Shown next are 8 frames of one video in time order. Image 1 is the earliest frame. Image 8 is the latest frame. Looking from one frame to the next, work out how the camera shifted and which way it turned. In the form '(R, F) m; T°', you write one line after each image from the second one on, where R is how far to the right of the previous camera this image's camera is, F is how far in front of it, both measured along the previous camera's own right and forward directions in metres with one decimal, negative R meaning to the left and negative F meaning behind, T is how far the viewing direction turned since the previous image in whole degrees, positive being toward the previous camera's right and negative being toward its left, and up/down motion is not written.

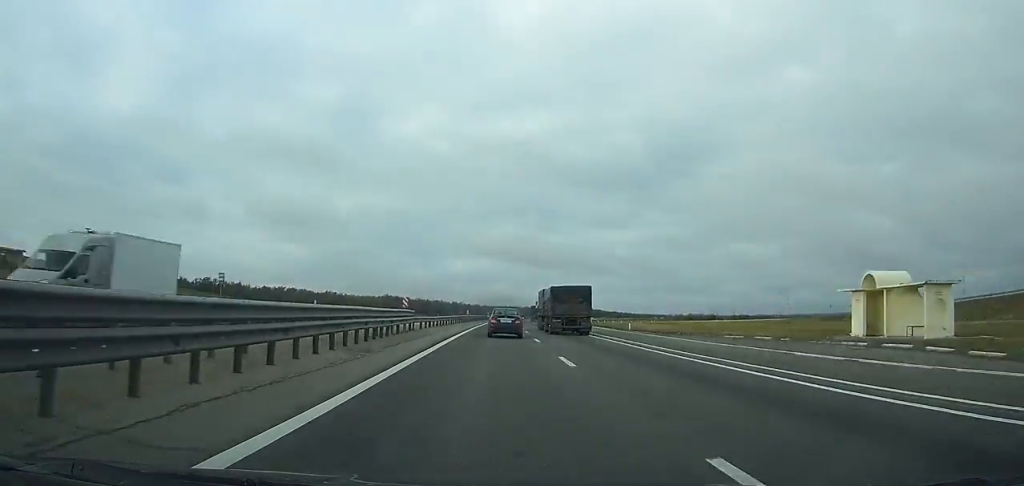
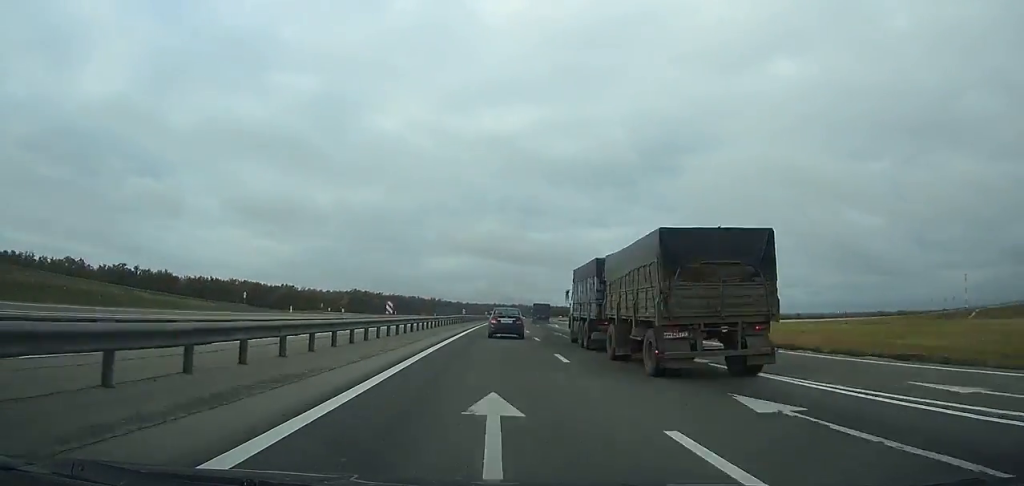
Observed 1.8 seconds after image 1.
(+0.1, +45.5) m; +1°
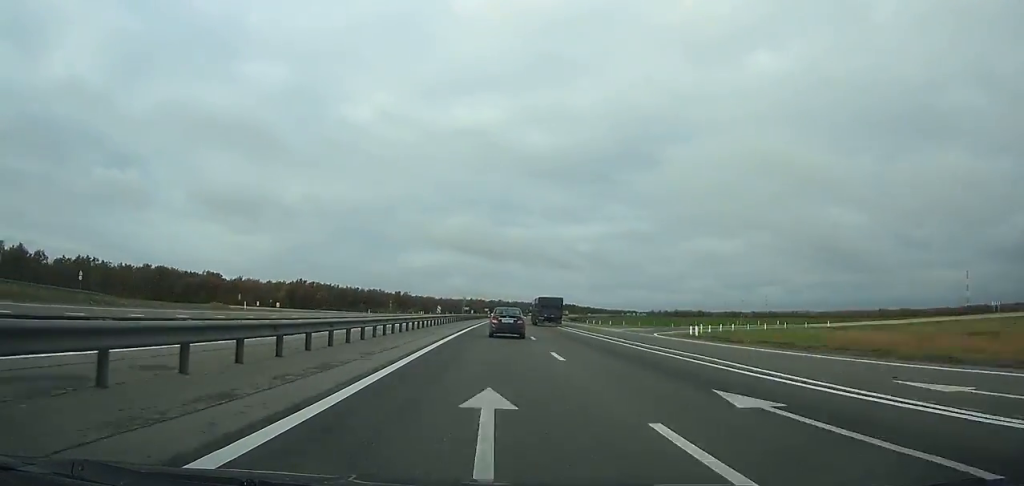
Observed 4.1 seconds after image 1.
(+1.1, +58.1) m; +2°
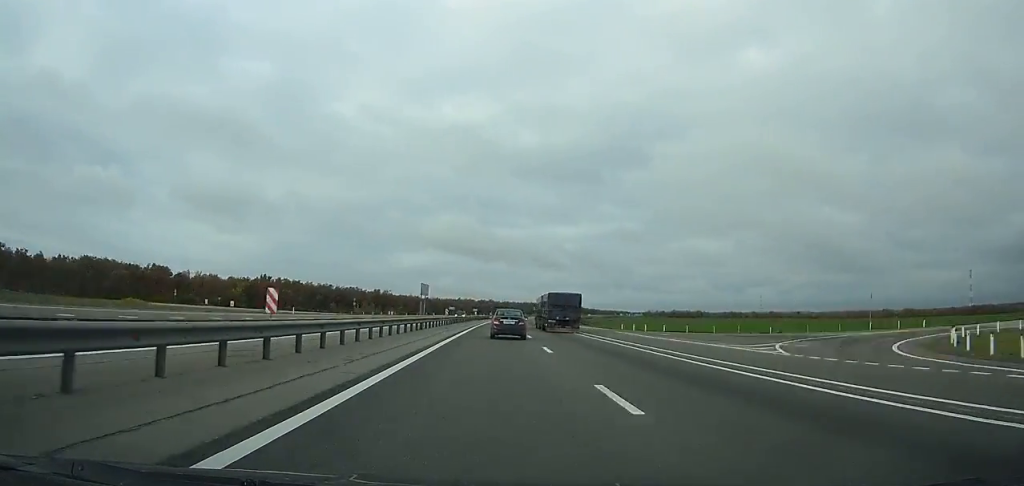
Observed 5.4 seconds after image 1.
(+0.2, +32.9) m; +1°
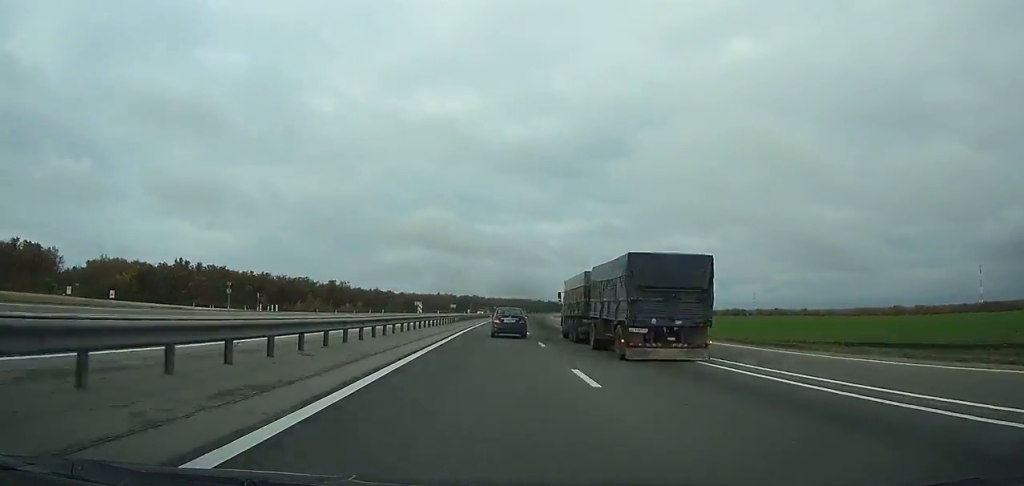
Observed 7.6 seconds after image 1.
(+0.6, +55.6) m; +2°
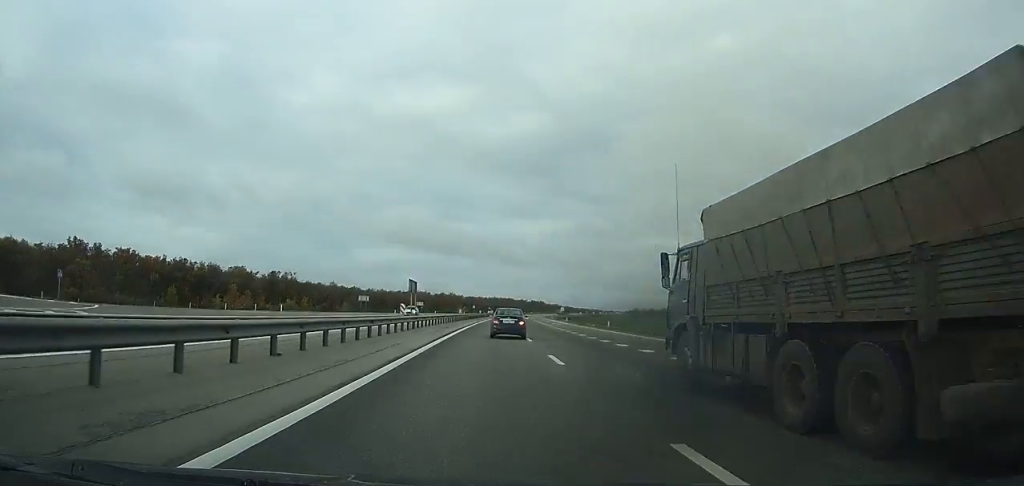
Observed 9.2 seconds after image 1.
(+0.9, +41.3) m; +2°
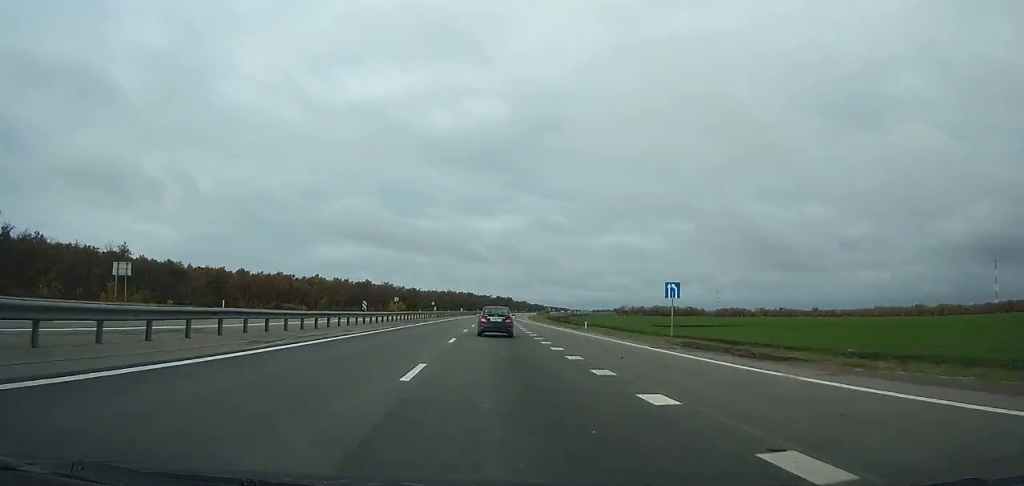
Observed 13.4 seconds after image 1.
(+3.9, +113.9) m; +3°
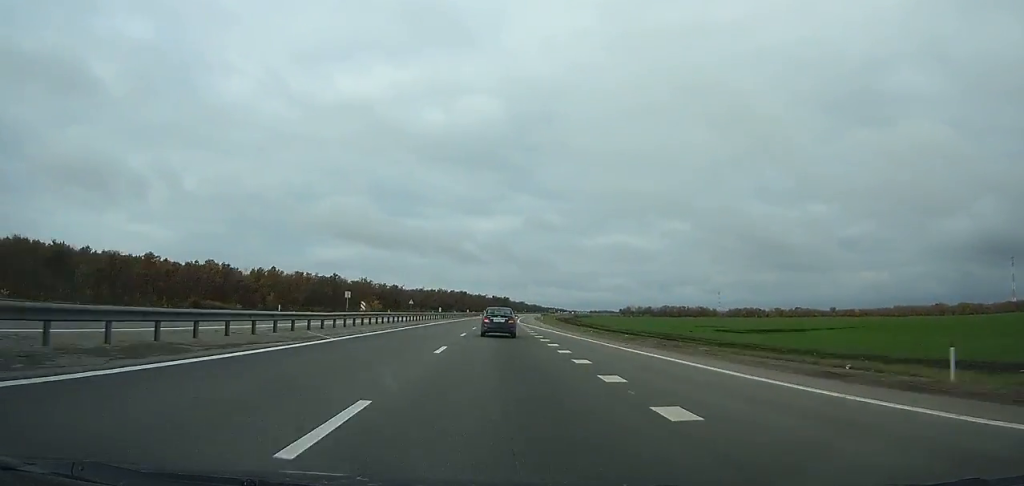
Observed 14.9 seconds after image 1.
(+0.4, +42.2) m; +1°
